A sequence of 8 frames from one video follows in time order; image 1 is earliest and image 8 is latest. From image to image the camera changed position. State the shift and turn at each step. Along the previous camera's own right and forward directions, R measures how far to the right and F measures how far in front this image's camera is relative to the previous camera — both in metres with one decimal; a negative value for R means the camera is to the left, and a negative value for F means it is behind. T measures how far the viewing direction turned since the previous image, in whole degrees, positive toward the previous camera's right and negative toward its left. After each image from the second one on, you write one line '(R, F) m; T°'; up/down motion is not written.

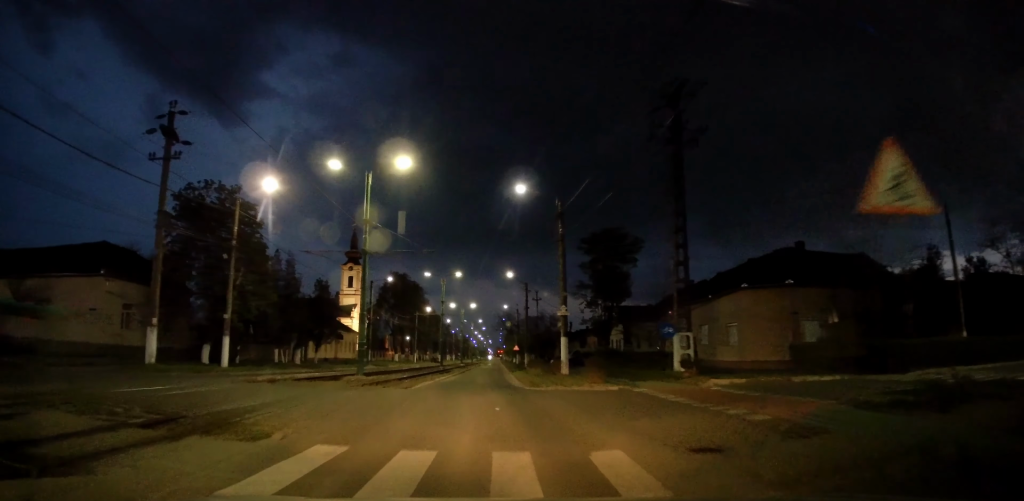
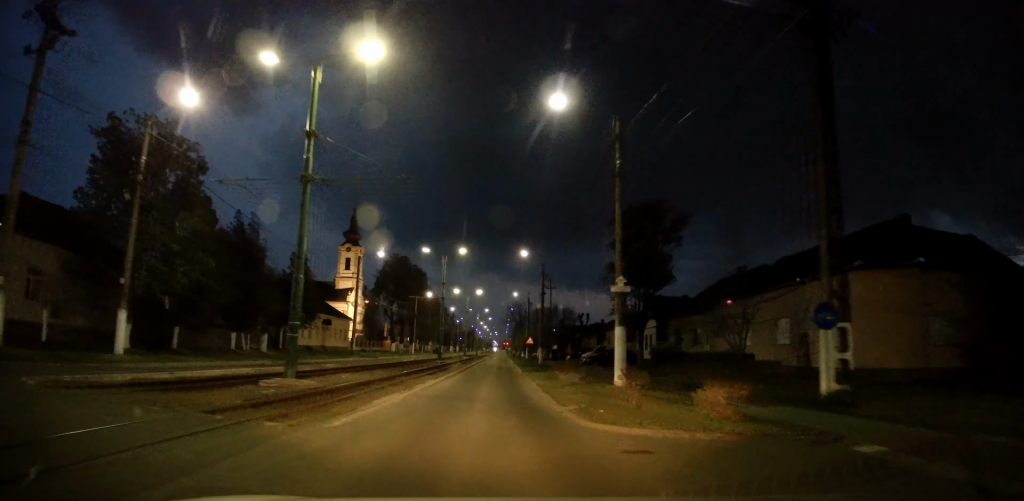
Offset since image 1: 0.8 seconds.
(-0.2, +10.3) m; -2°
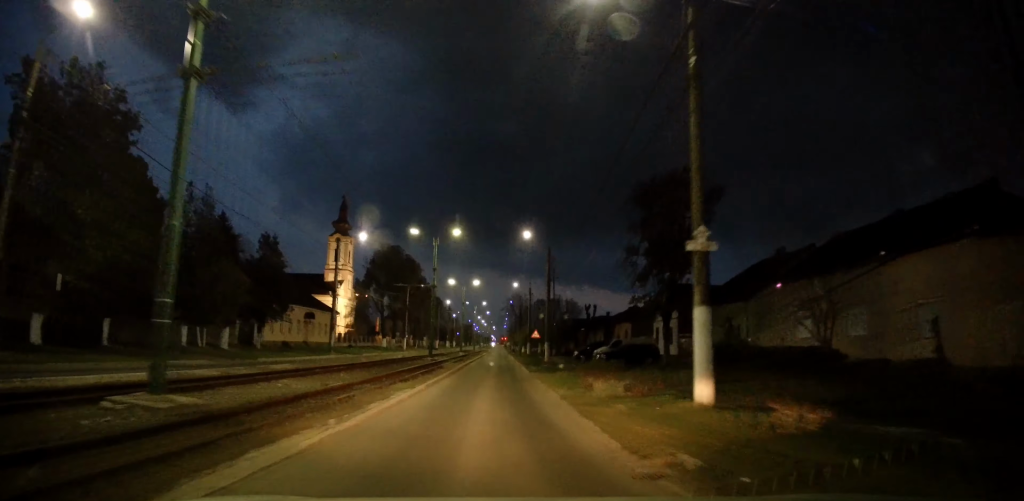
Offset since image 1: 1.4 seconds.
(-0.1, +6.7) m; 0°
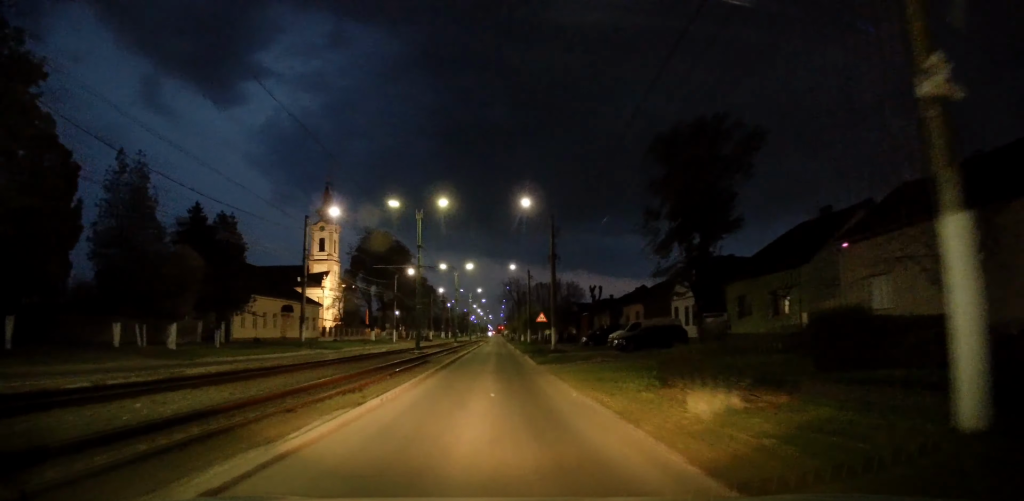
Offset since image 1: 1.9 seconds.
(-0.1, +6.3) m; 0°
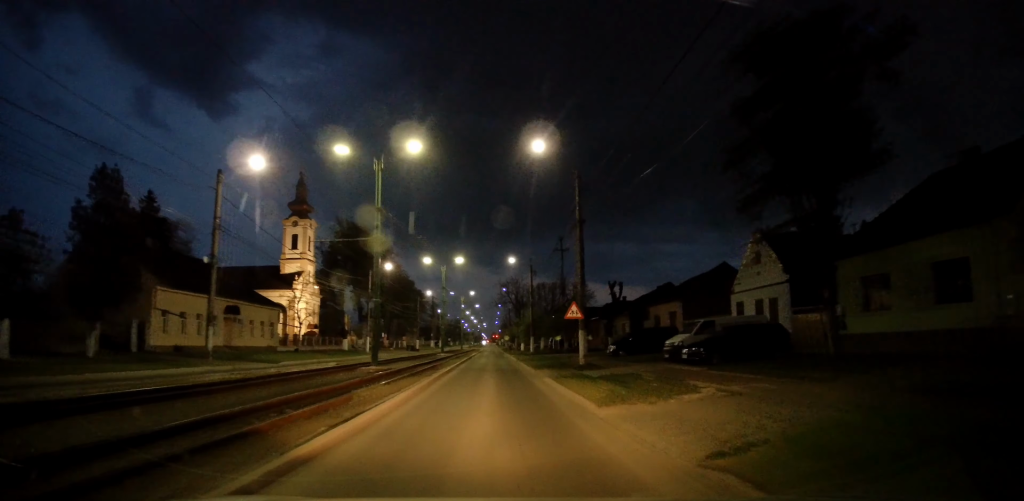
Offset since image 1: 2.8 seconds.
(+0.1, +12.2) m; +1°
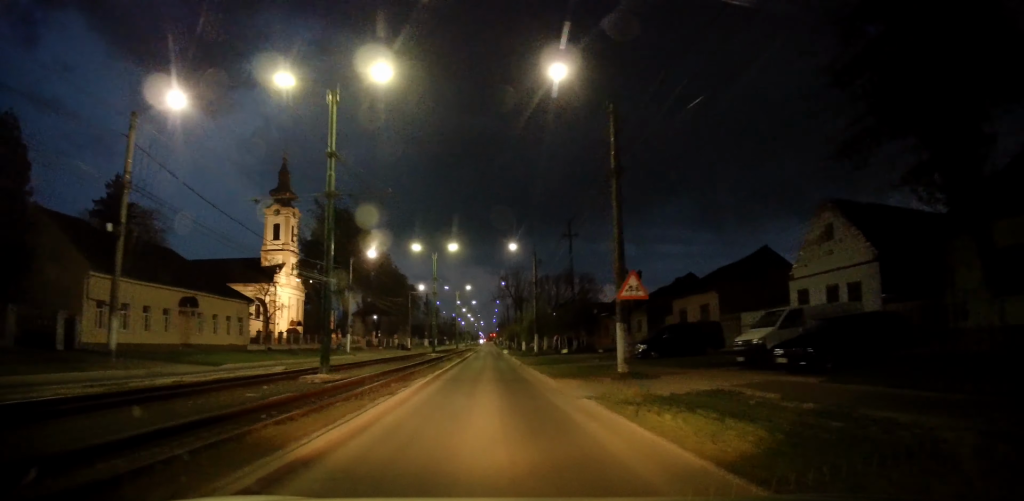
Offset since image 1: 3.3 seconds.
(0.0, +7.1) m; 0°
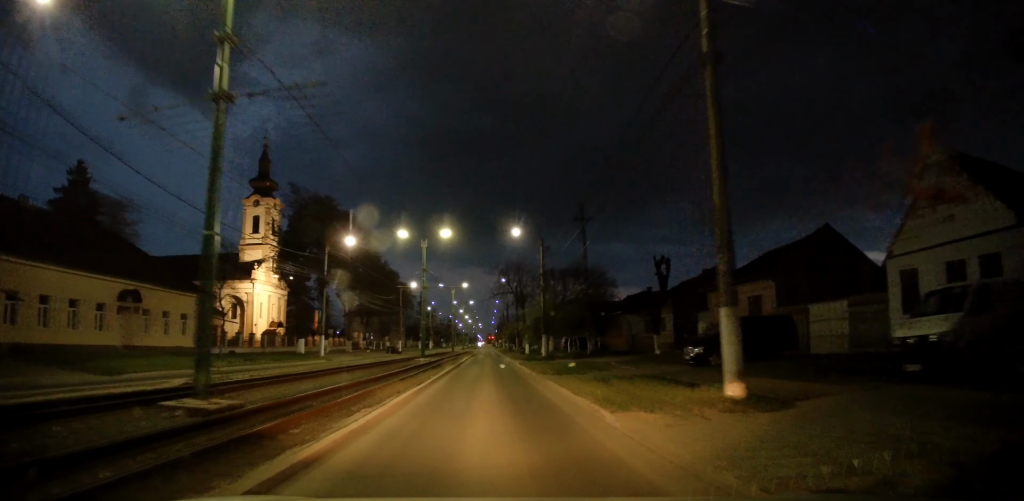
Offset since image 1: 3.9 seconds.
(0.0, +7.6) m; 0°
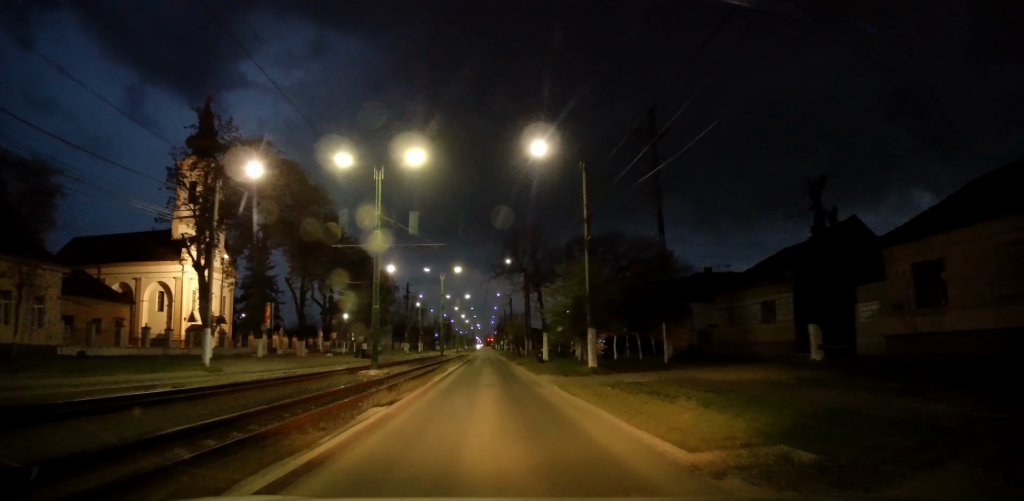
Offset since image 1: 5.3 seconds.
(+0.1, +18.6) m; 0°
